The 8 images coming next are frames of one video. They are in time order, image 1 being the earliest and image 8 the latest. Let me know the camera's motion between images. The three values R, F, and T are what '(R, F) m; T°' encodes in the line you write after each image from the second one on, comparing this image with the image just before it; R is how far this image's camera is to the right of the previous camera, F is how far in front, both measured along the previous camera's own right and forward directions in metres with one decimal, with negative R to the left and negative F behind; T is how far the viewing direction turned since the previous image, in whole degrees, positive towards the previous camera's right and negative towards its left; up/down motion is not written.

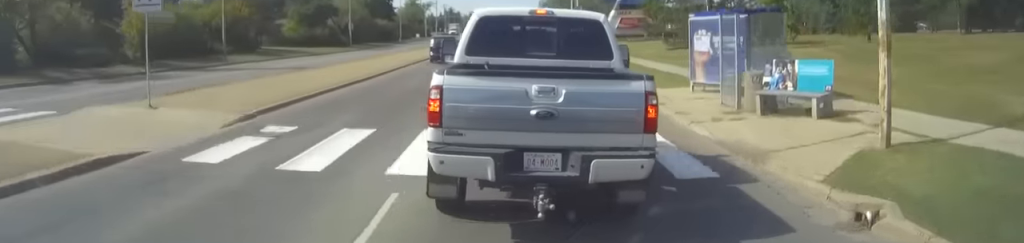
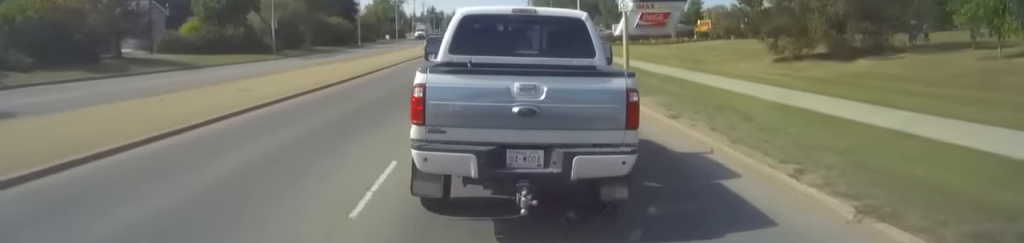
(+0.5, +23.7) m; +1°
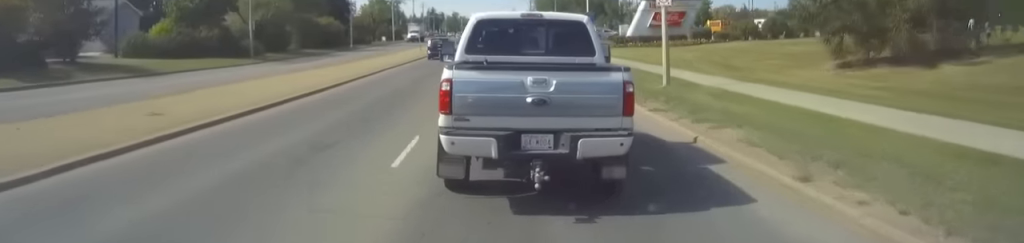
(0.0, +6.3) m; -1°
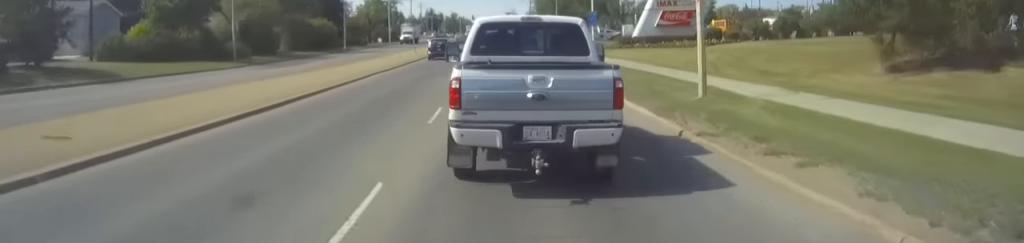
(0.0, +4.0) m; 0°
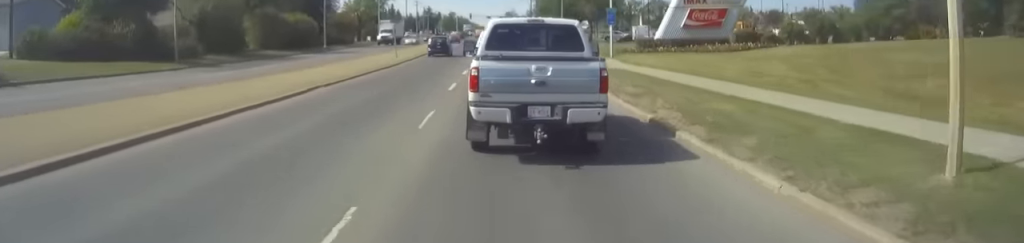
(0.0, +10.4) m; 0°
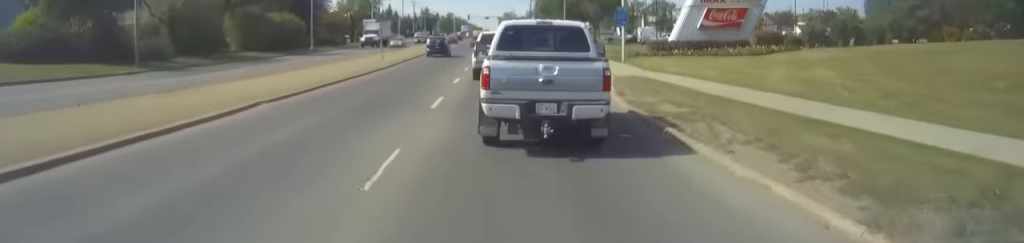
(0.0, +5.1) m; +1°
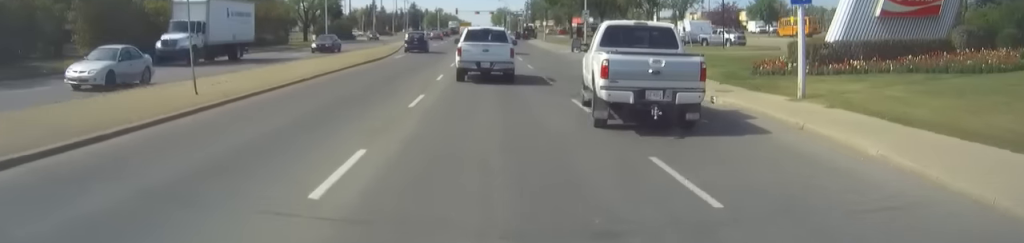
(+0.6, +27.5) m; +2°
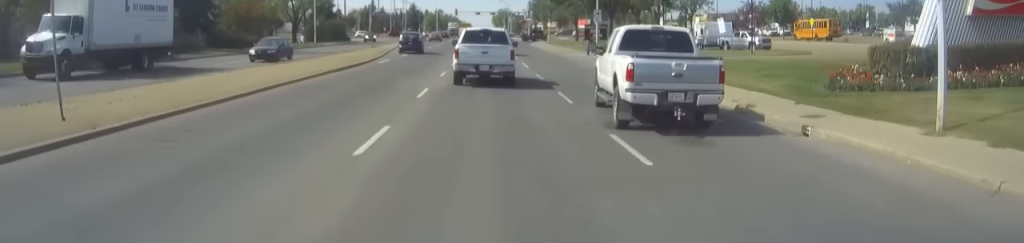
(0.0, +6.3) m; 0°
